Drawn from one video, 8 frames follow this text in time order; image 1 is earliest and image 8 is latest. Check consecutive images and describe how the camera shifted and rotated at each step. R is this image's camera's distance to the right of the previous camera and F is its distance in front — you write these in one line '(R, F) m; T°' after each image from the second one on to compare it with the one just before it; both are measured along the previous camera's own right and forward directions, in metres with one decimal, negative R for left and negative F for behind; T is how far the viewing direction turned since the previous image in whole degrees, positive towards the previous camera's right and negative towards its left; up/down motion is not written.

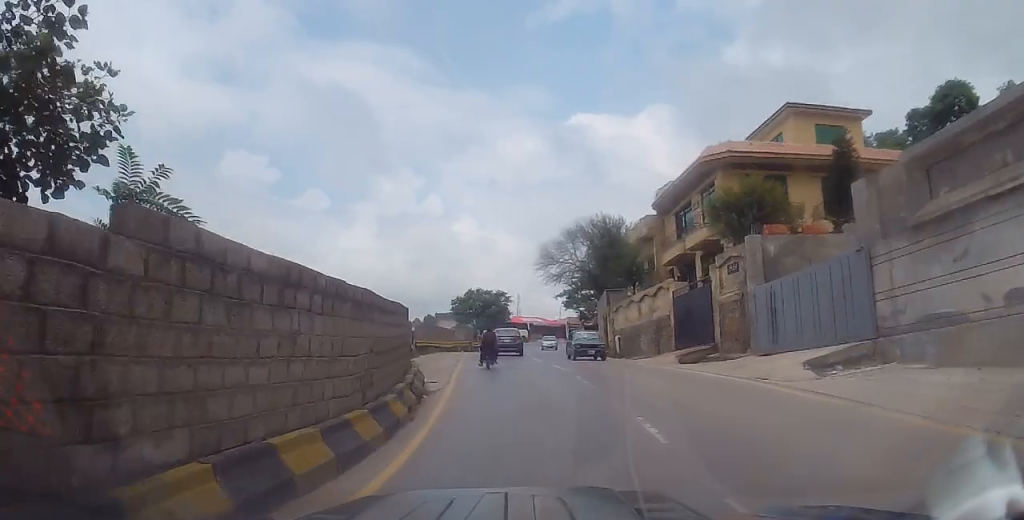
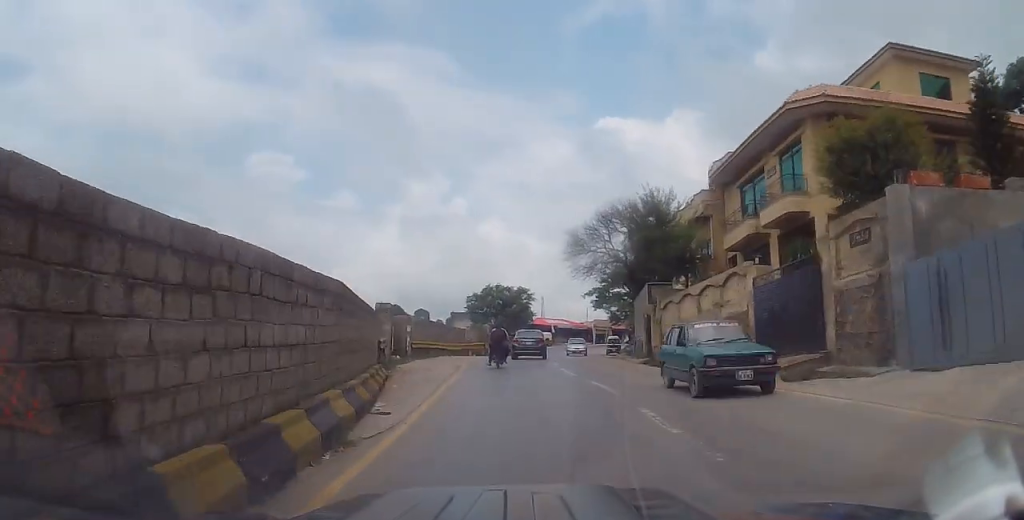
(0.0, +7.8) m; -2°
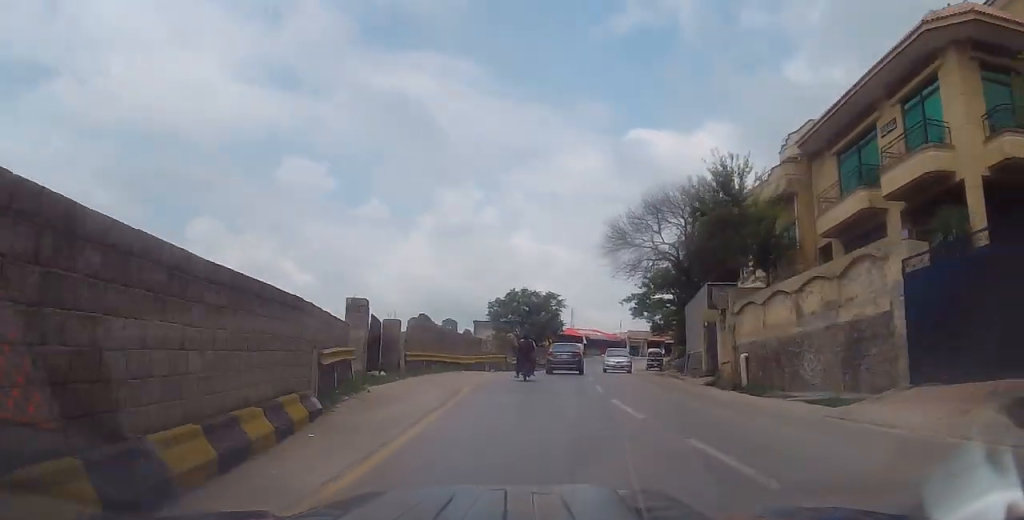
(-0.2, +7.3) m; -2°
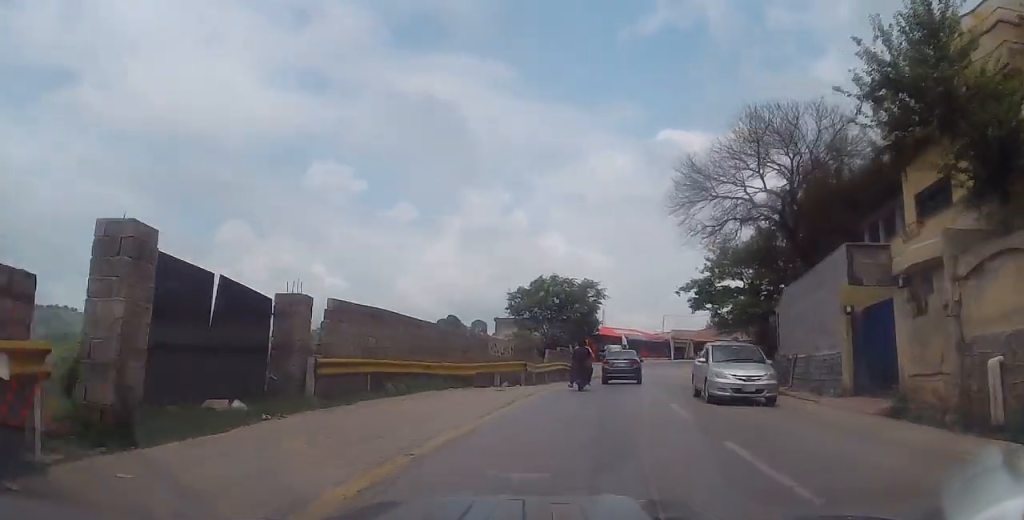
(-0.2, +11.7) m; -3°
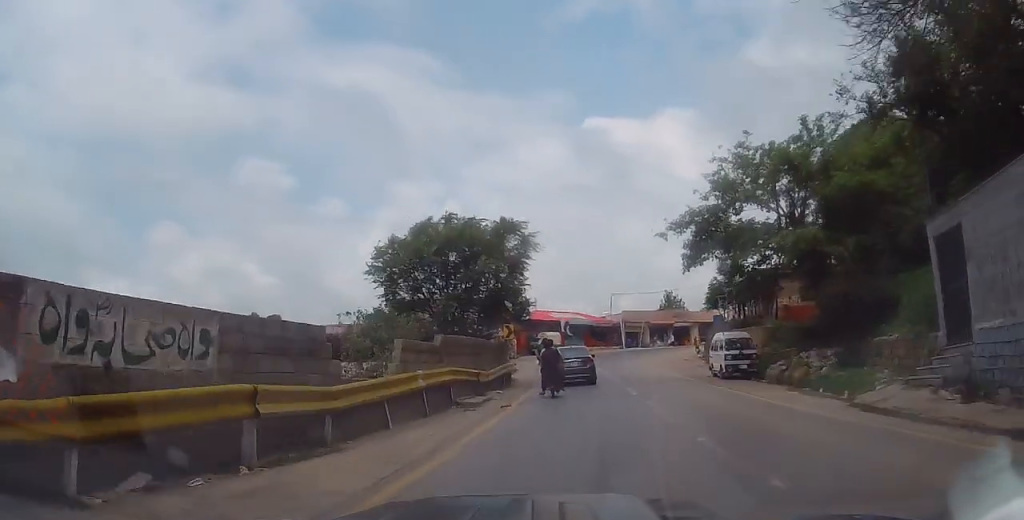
(+0.9, +18.2) m; +5°
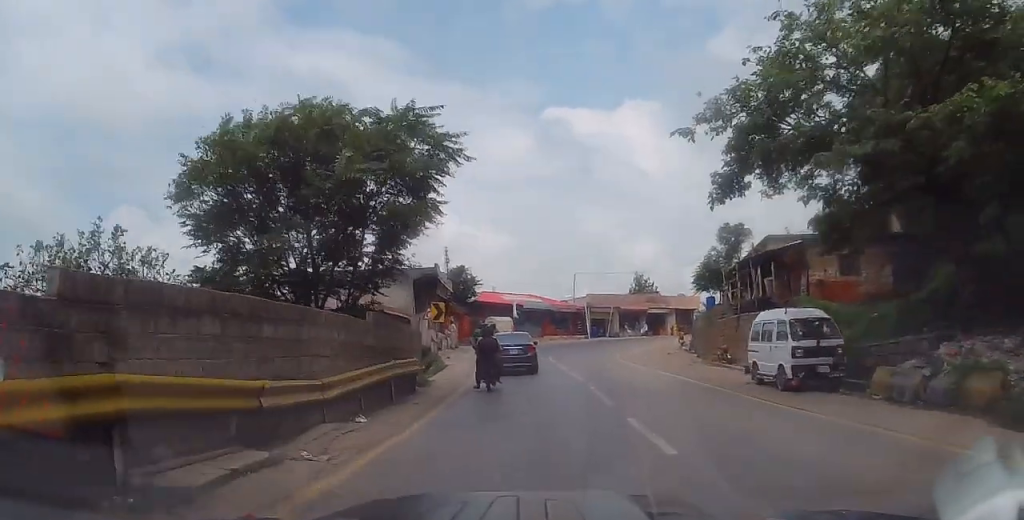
(-0.4, +11.2) m; +1°
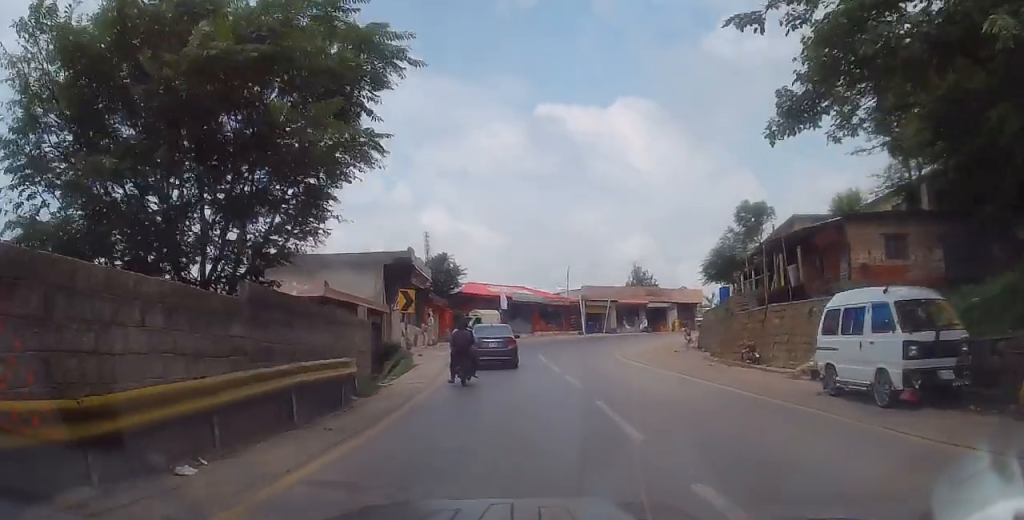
(+0.2, +4.9) m; +2°
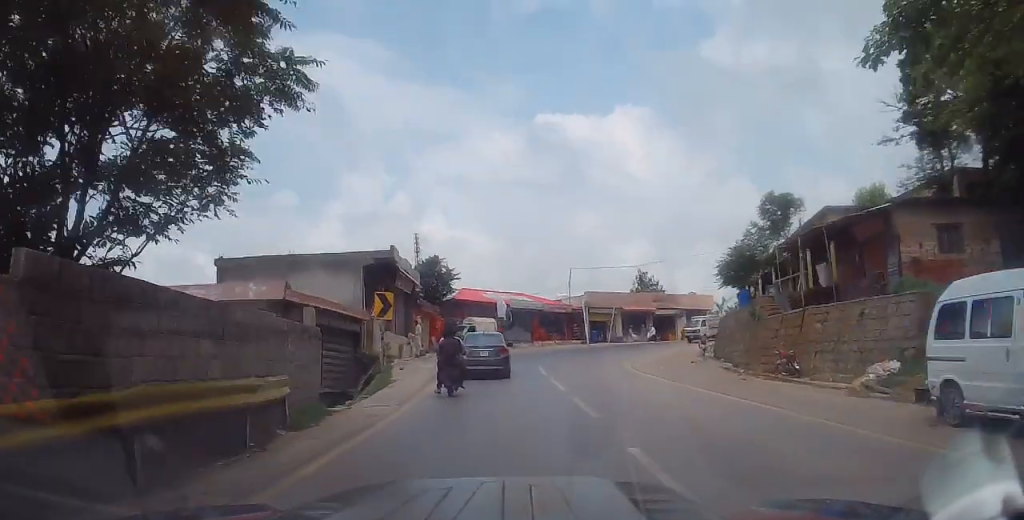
(0.0, +3.7) m; 0°
